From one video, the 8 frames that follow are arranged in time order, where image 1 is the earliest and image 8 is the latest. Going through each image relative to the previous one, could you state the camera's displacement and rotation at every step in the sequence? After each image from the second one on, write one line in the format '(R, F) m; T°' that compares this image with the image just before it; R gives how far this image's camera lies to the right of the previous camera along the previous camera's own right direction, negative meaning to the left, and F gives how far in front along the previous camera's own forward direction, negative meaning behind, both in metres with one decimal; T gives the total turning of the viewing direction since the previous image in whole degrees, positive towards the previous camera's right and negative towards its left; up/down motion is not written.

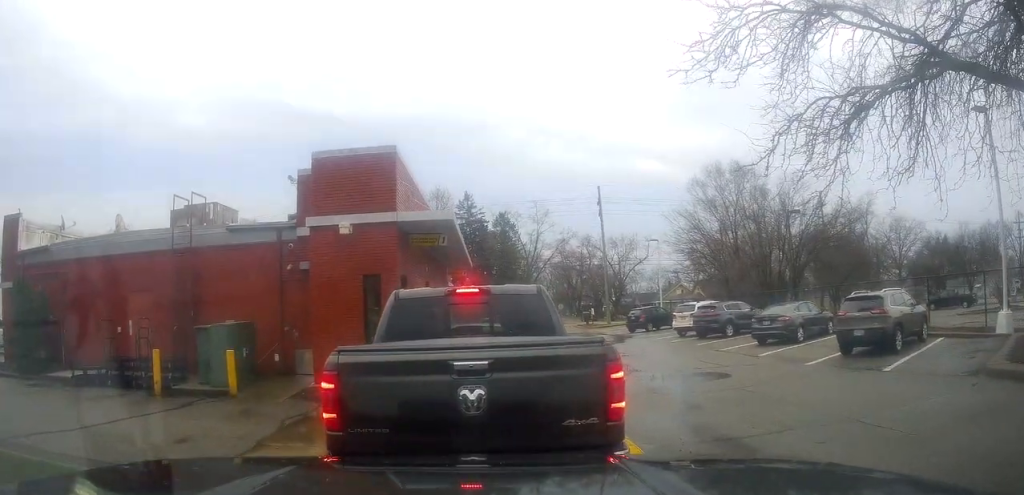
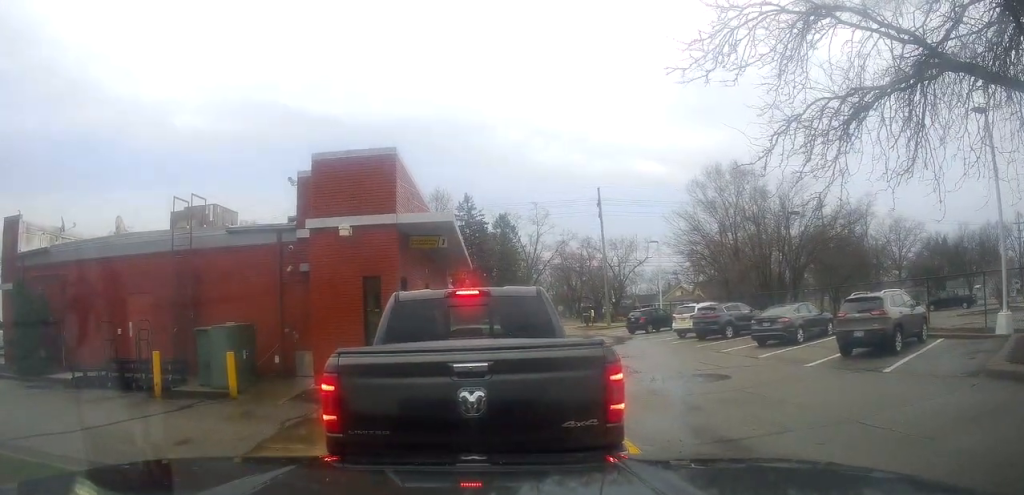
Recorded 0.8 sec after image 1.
(0.0, 0.0) m; 0°
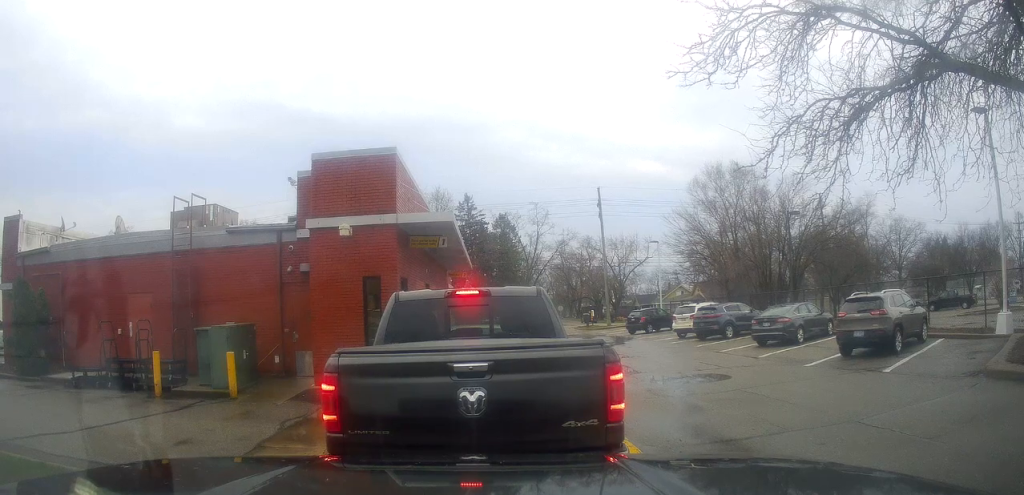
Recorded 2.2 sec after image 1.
(0.0, +0.2) m; 0°
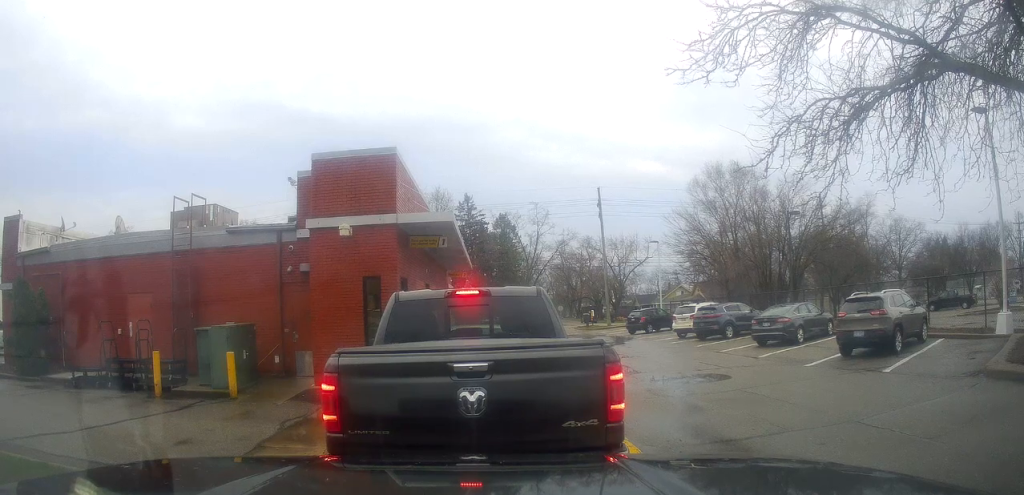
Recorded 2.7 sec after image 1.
(0.0, 0.0) m; 0°
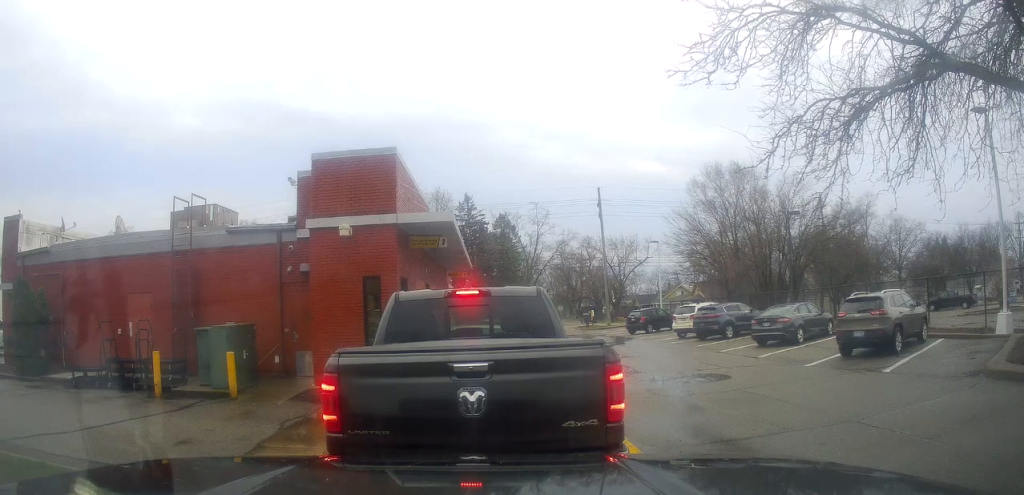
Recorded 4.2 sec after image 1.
(0.0, 0.0) m; 0°
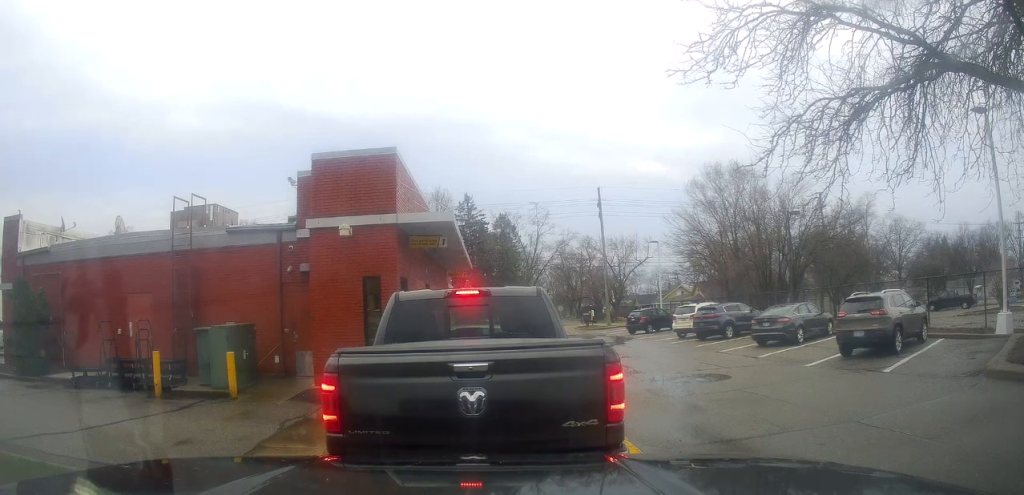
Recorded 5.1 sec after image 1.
(0.0, 0.0) m; 0°
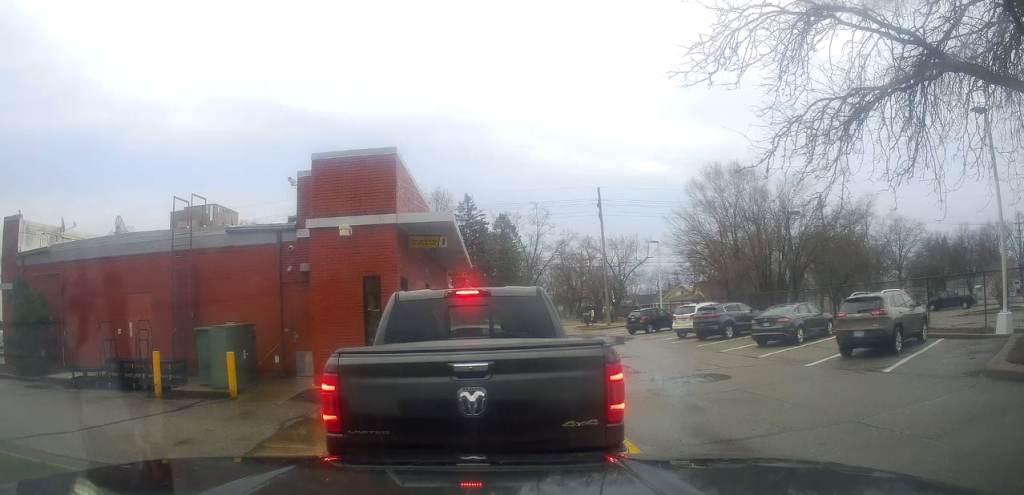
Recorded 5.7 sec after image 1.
(0.0, 0.0) m; 0°
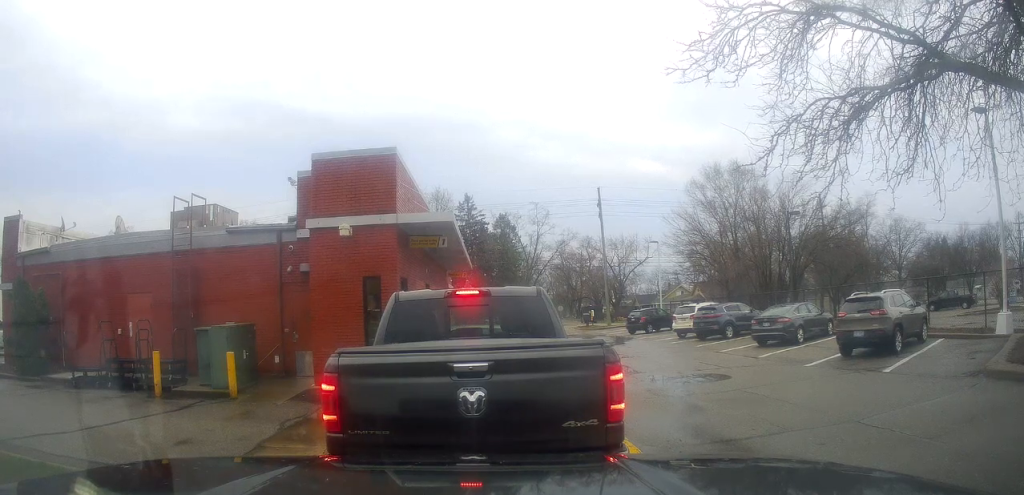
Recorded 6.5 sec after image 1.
(0.0, 0.0) m; 0°
